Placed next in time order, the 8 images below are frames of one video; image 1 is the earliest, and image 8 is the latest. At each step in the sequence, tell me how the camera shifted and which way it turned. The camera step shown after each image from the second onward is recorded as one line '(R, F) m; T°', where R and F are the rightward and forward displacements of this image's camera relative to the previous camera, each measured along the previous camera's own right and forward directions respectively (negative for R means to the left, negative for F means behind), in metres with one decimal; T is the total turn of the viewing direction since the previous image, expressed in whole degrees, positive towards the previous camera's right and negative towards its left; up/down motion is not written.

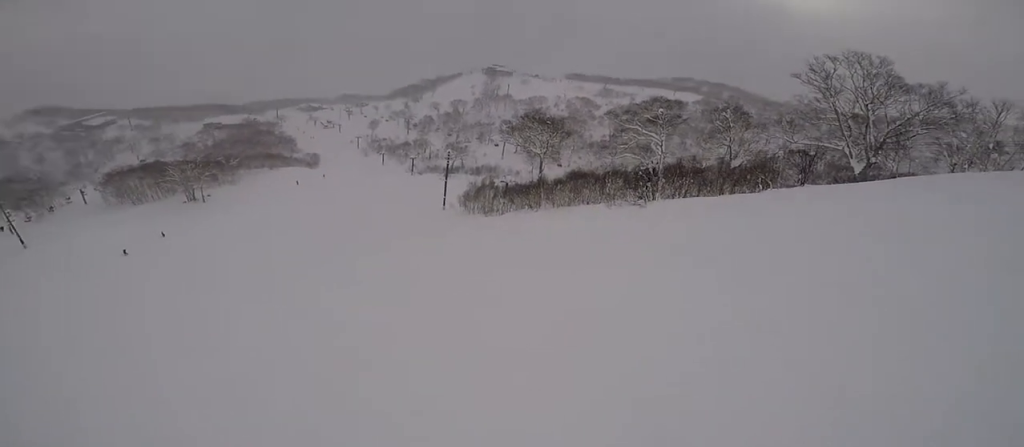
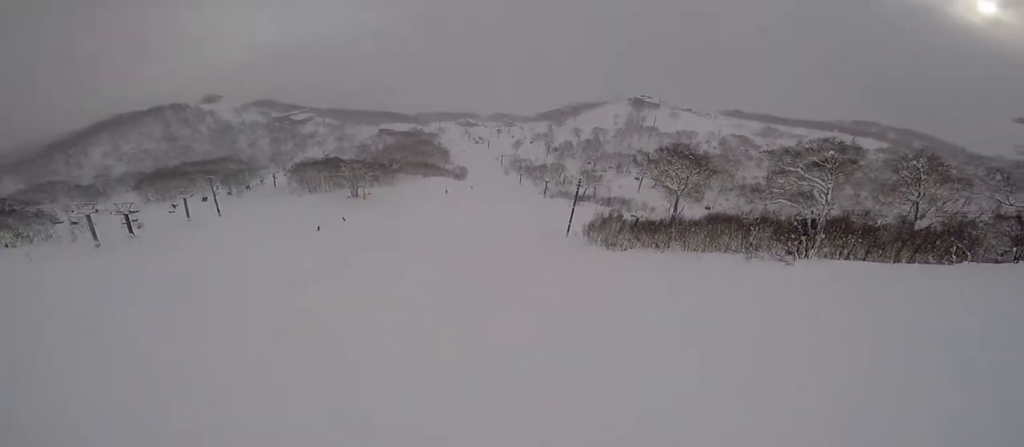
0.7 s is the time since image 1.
(-0.3, +2.3) m; -29°
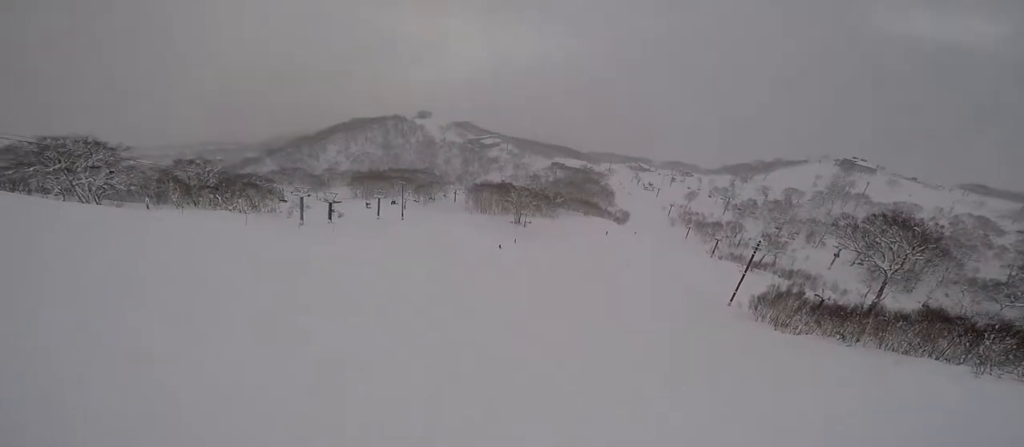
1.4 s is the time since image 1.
(-0.9, +2.8) m; -28°
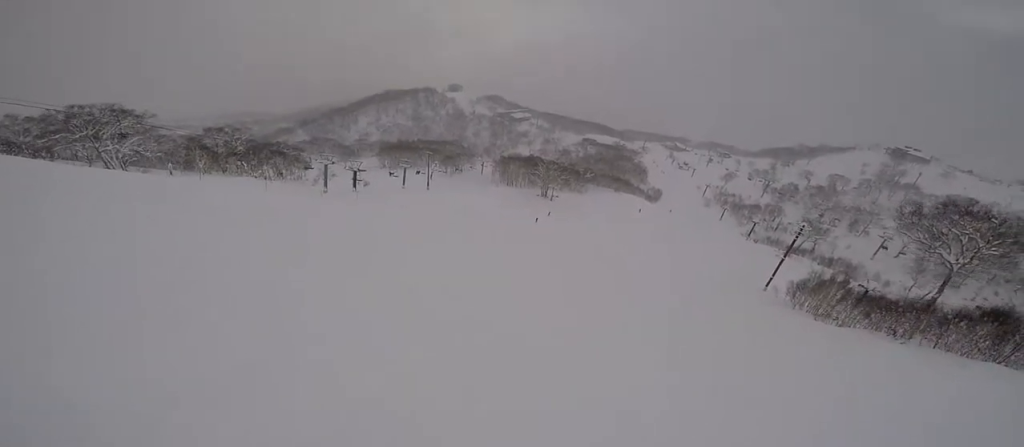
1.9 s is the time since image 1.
(-0.4, +1.9) m; -14°
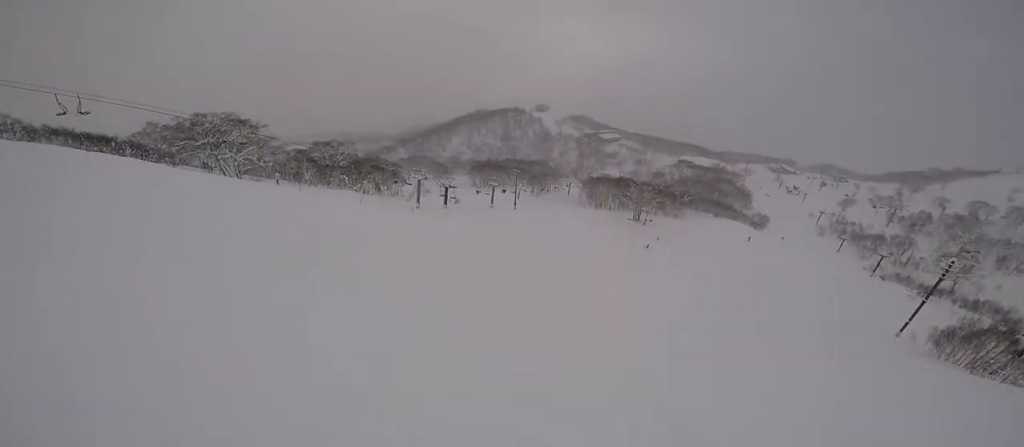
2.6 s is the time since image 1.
(-0.4, +2.9) m; -16°
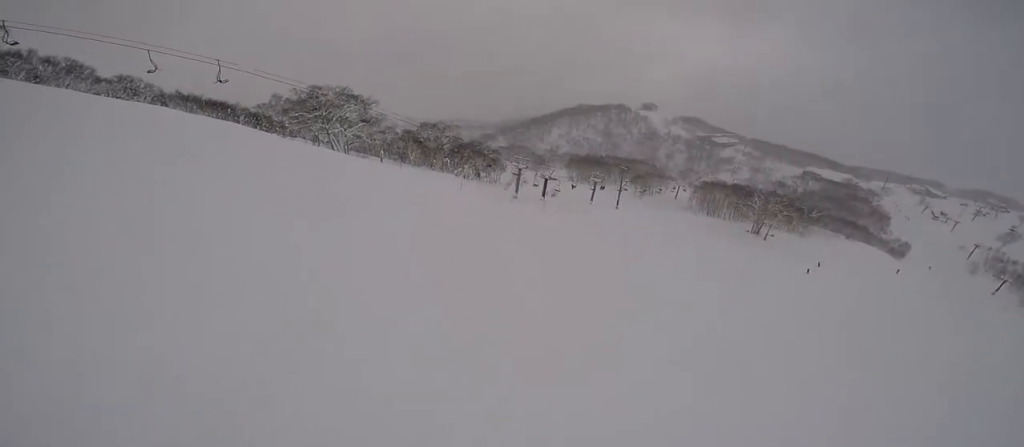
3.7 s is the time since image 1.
(-0.7, +4.7) m; -11°
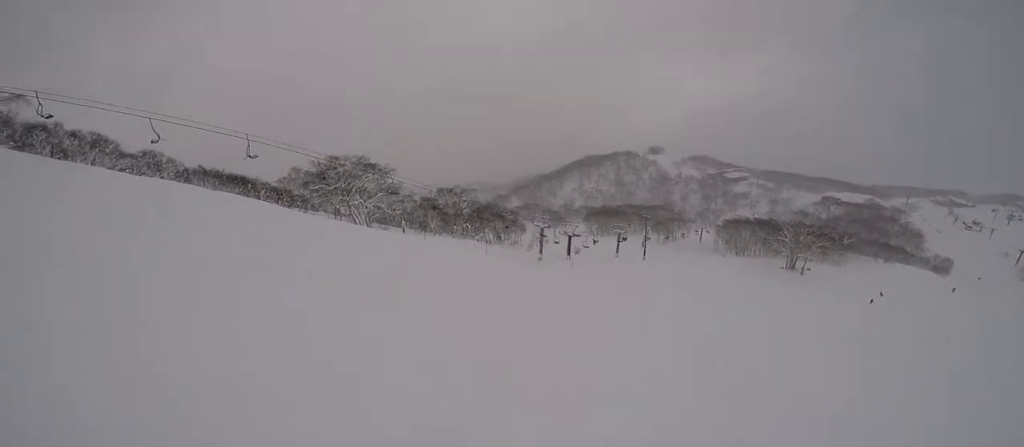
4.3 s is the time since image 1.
(-0.1, +2.4) m; -1°
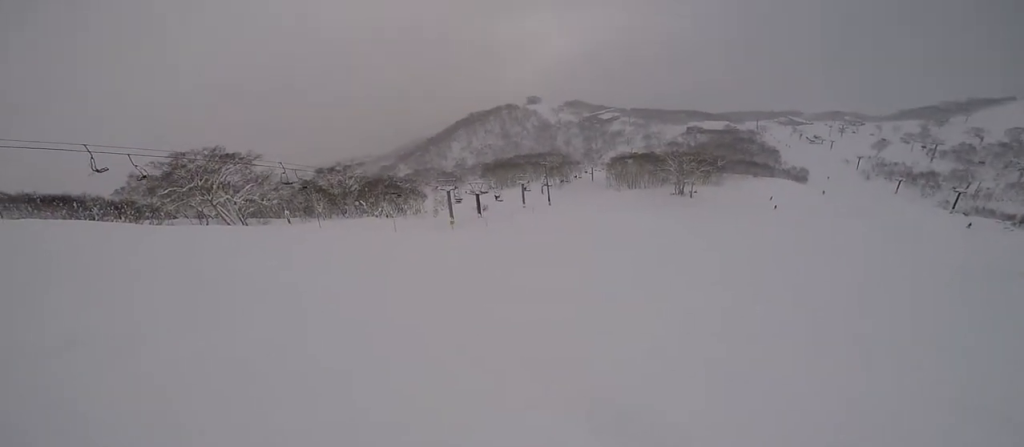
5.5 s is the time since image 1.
(0.0, +4.5) m; +24°
